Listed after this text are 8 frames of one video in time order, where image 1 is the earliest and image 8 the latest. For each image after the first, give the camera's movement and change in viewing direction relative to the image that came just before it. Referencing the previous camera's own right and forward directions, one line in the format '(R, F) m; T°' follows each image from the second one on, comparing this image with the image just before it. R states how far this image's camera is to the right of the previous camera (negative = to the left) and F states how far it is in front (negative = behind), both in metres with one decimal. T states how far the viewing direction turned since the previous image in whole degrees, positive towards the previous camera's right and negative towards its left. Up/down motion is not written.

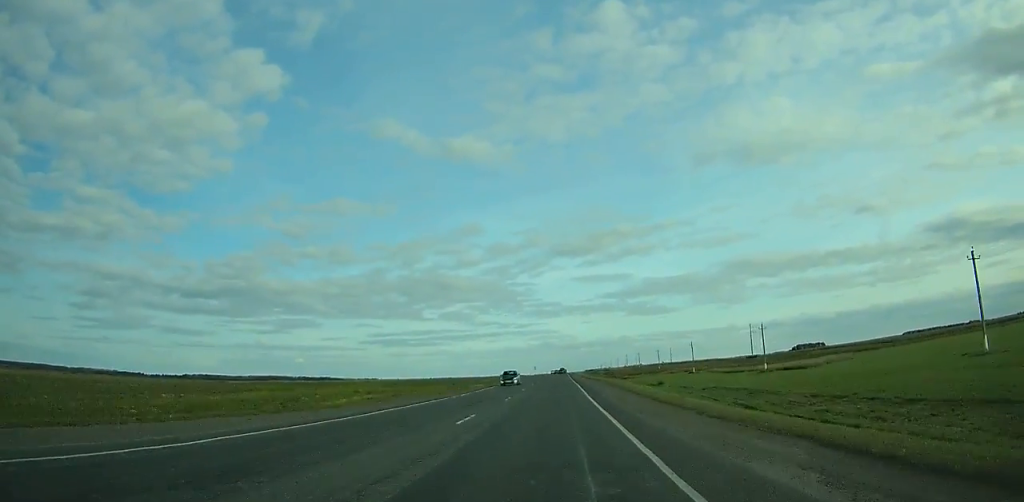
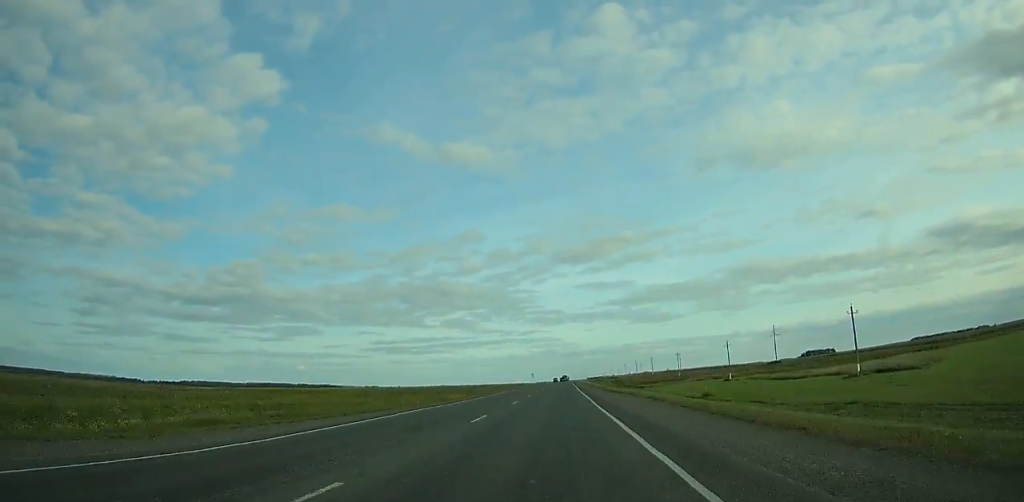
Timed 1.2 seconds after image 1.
(-0.2, +35.2) m; 0°
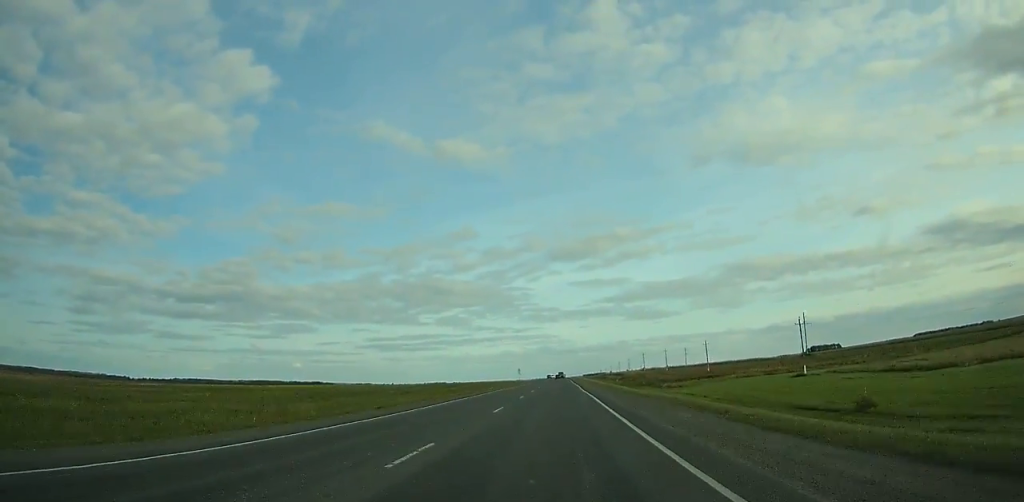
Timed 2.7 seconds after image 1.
(0.0, +43.8) m; 0°
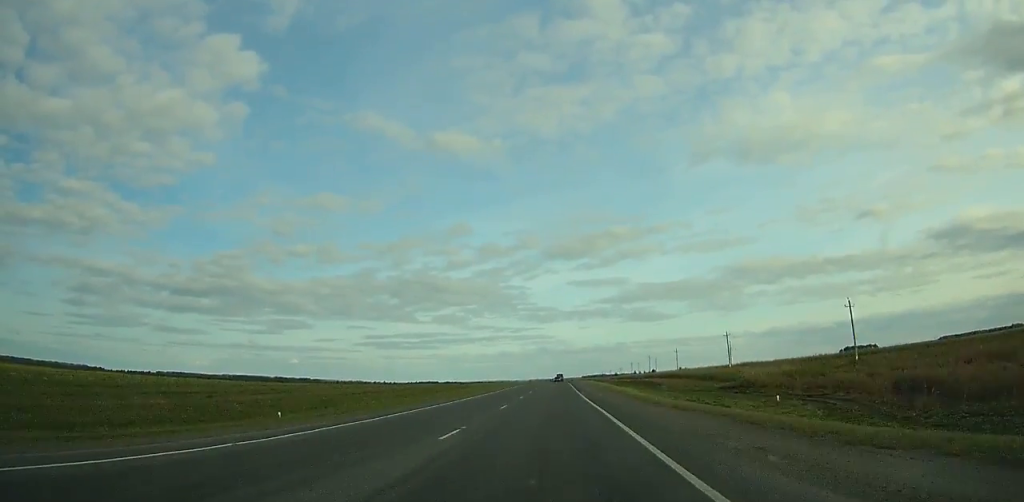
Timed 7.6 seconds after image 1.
(+0.6, +143.1) m; 0°
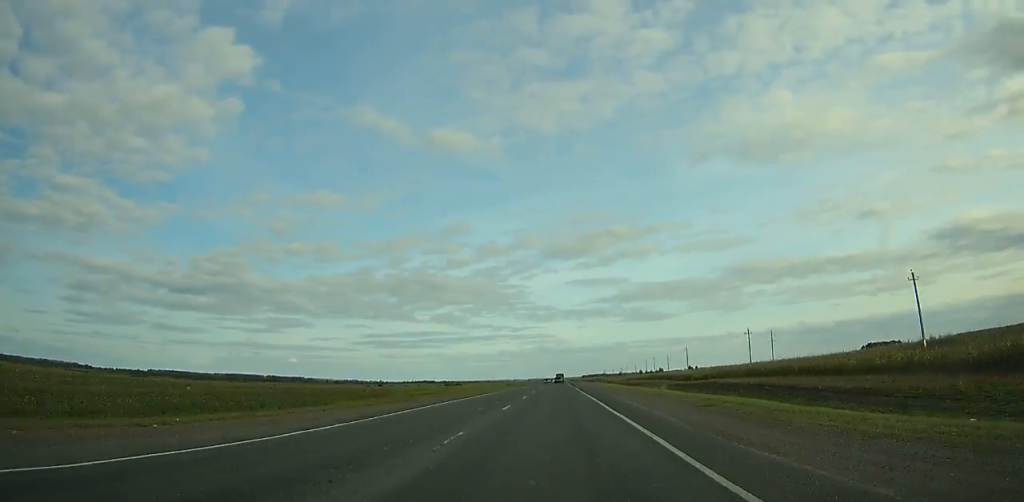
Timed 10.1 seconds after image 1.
(-0.2, +73.0) m; 0°
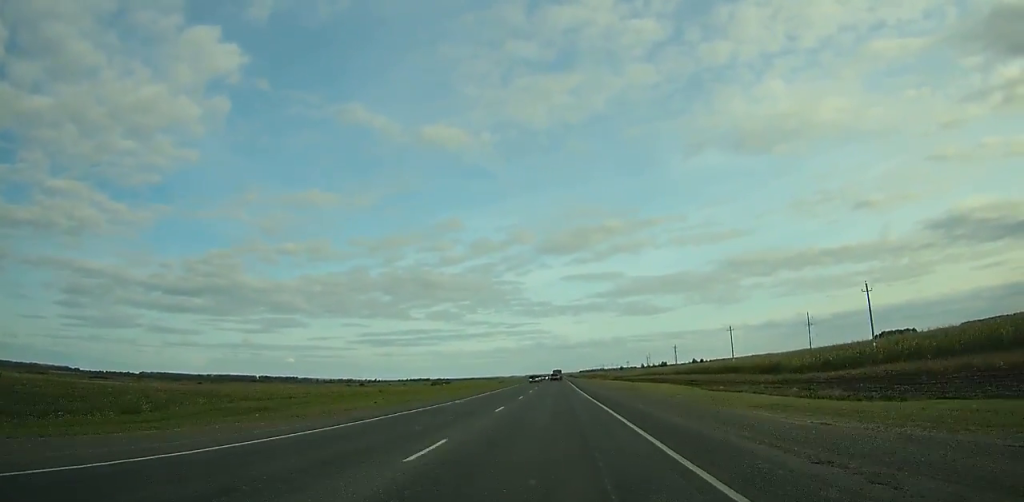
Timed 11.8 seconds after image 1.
(0.0, +49.4) m; 0°
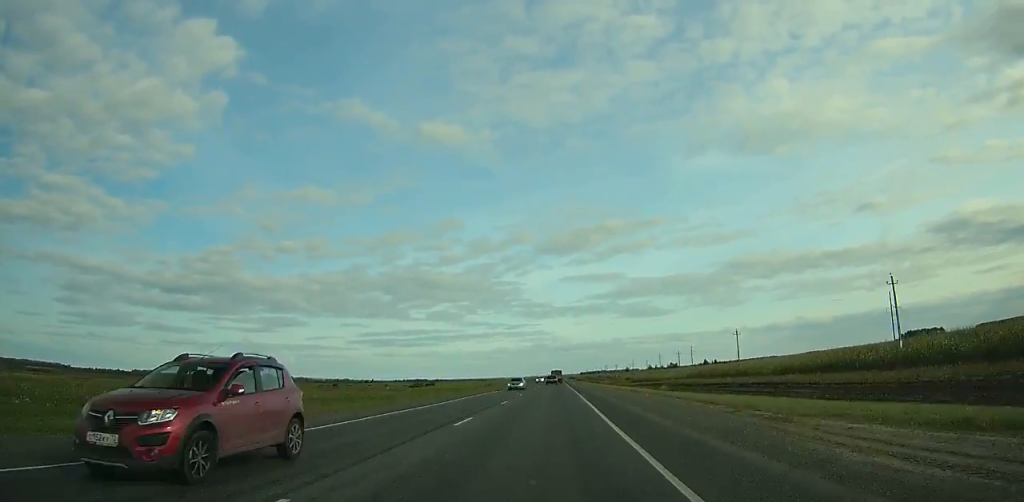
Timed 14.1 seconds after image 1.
(+0.2, +66.0) m; 0°
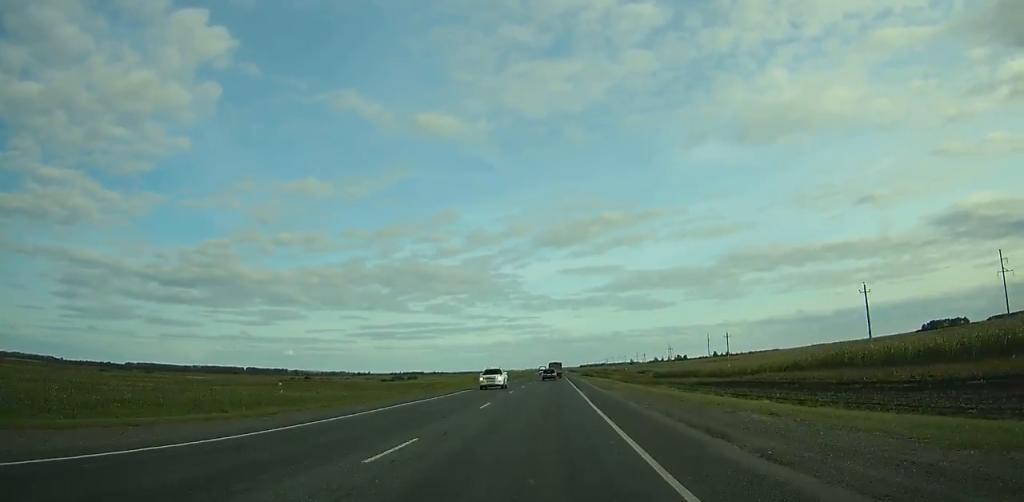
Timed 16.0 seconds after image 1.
(0.0, +52.8) m; 0°
